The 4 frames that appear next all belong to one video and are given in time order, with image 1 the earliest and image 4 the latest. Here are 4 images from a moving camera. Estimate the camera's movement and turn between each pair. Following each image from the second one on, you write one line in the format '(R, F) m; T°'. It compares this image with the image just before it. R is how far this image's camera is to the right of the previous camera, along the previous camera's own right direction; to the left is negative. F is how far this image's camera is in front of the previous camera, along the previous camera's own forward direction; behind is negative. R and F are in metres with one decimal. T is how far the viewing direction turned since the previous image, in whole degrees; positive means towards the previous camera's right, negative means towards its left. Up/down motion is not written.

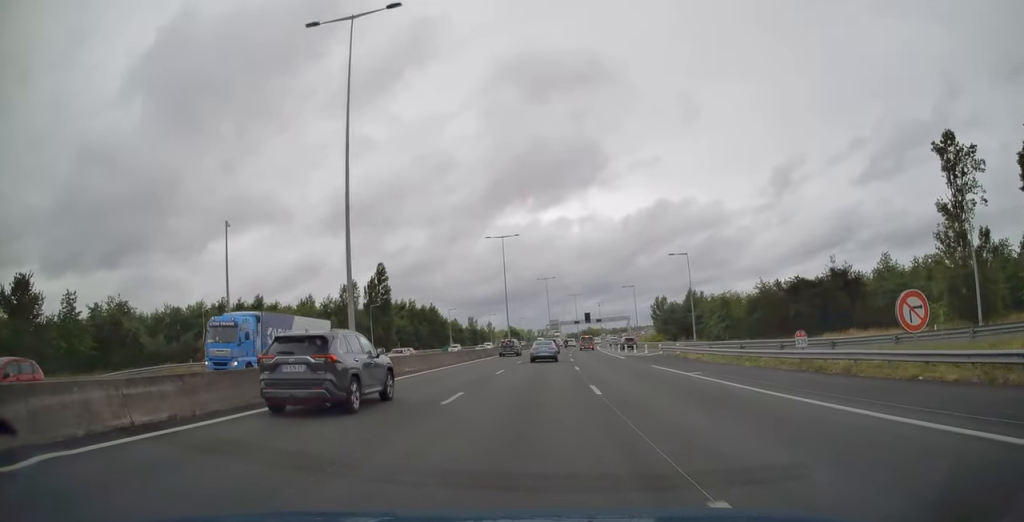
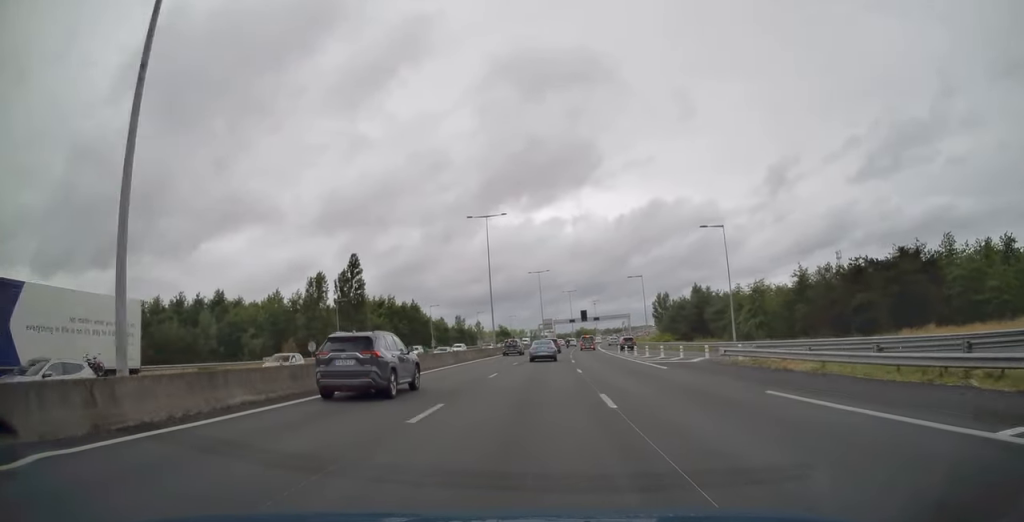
(+0.1, +16.0) m; +1°
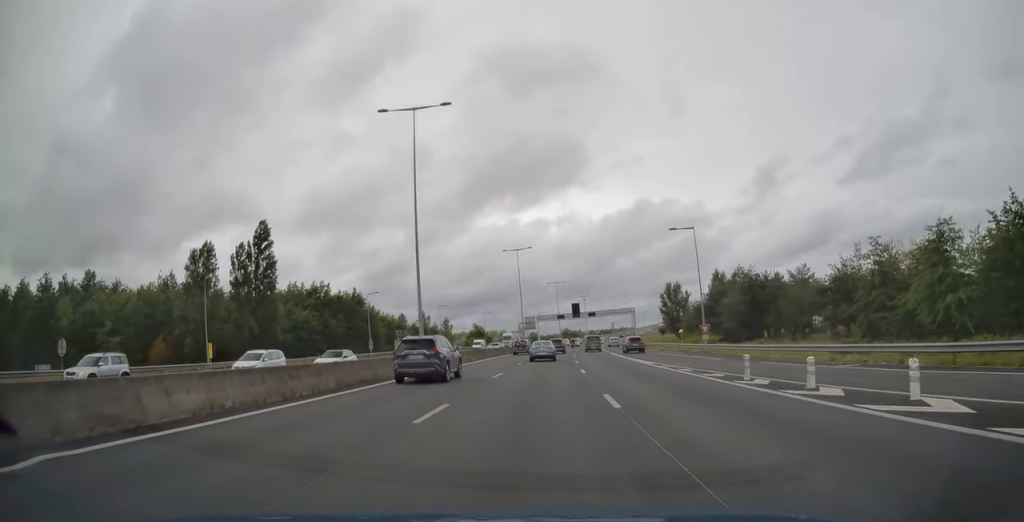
(+0.6, +38.8) m; +2°
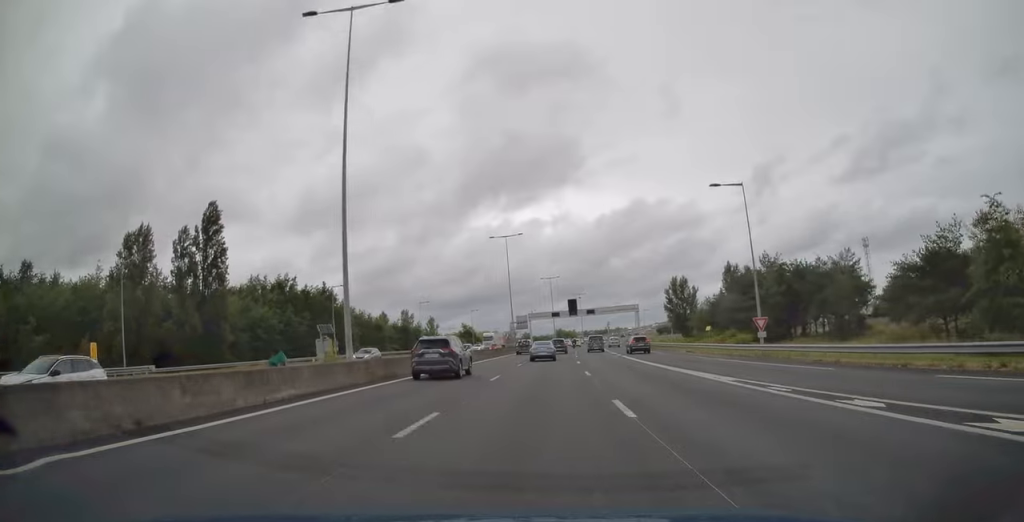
(0.0, +14.3) m; +1°
